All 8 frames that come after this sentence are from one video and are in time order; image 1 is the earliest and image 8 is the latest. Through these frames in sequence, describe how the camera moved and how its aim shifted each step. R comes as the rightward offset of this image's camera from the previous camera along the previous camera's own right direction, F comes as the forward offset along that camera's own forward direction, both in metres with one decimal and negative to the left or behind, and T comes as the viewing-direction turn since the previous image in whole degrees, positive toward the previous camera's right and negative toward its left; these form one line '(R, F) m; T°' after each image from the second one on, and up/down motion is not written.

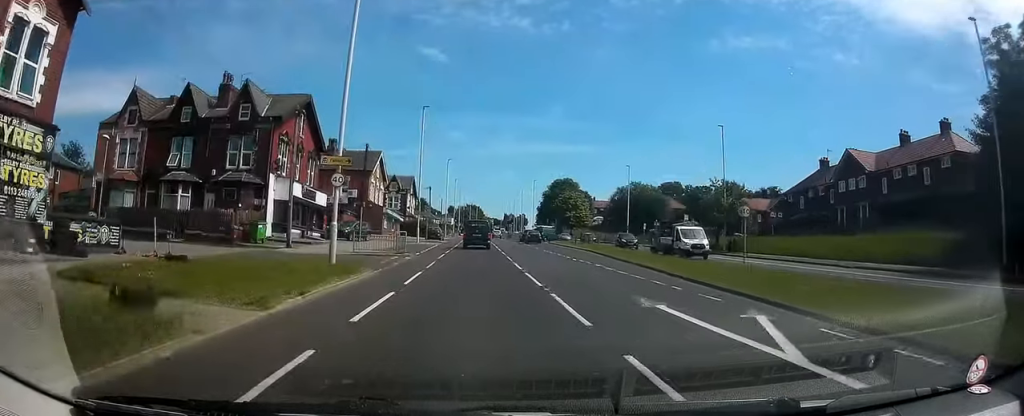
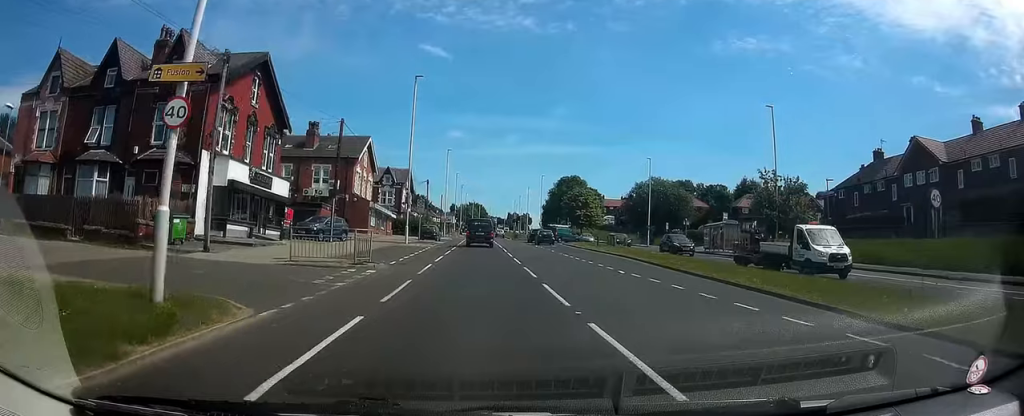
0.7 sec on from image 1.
(0.0, +9.7) m; 0°
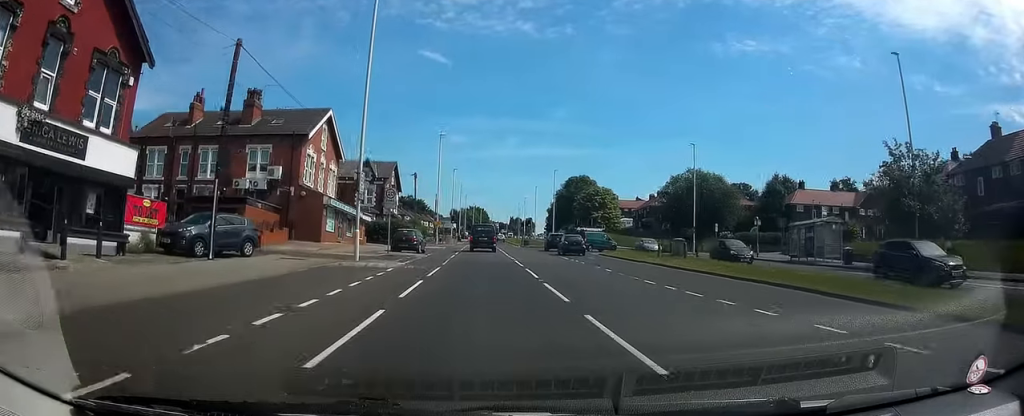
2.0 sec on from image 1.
(0.0, +16.8) m; 0°
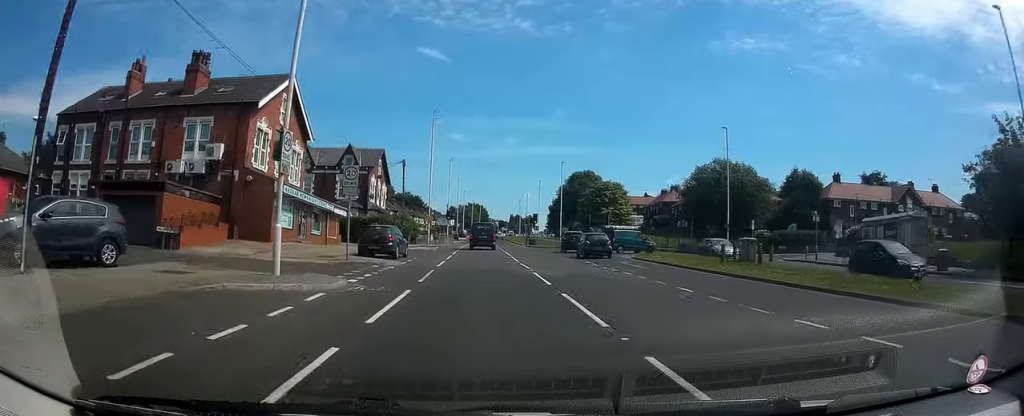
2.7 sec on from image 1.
(0.0, +9.3) m; 0°
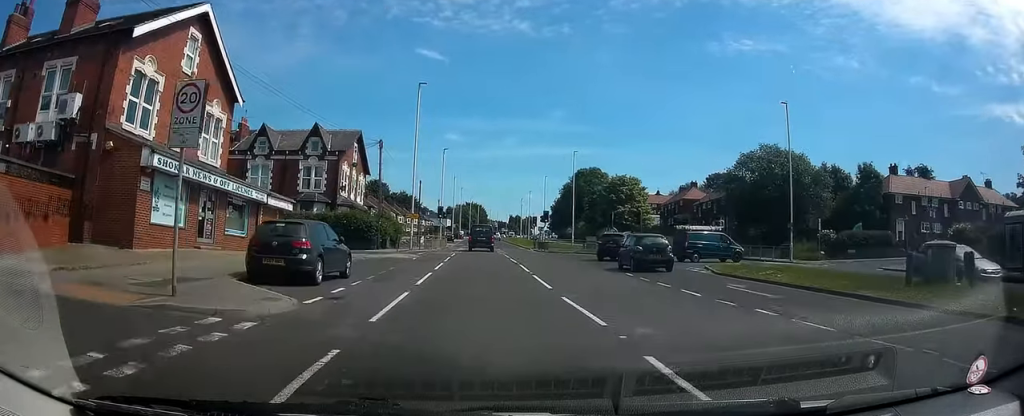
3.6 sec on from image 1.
(0.0, +12.4) m; 0°
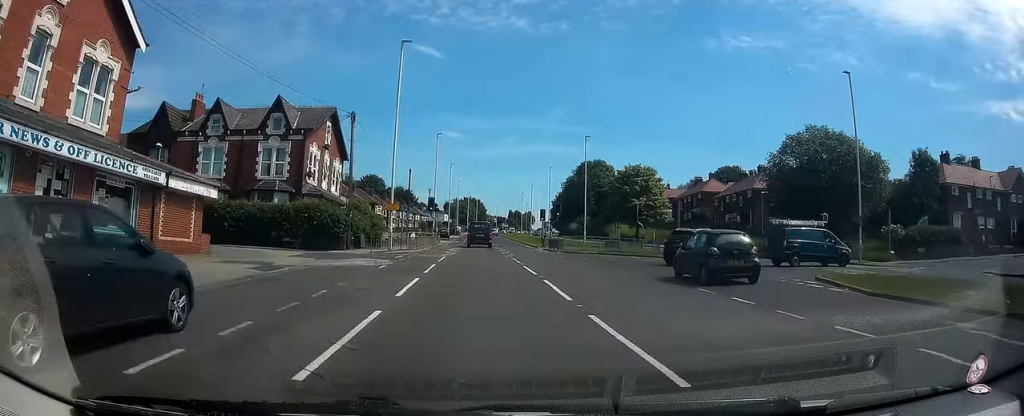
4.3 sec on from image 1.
(0.0, +9.3) m; 0°
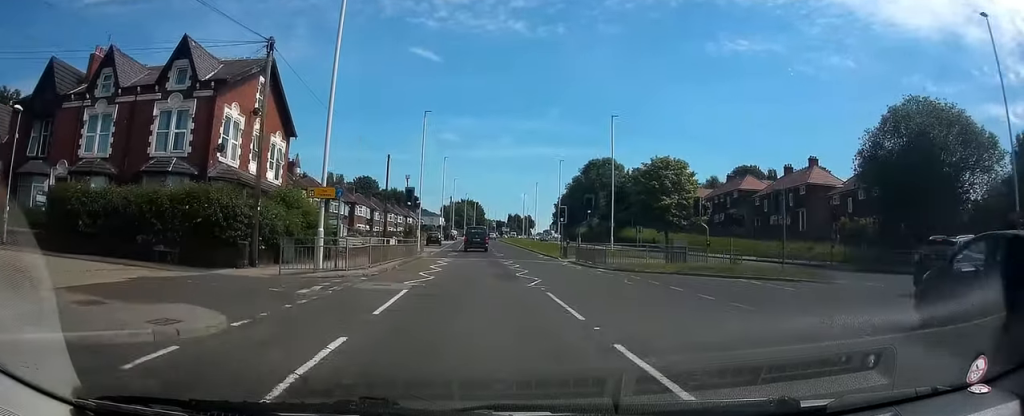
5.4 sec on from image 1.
(0.0, +14.1) m; 0°
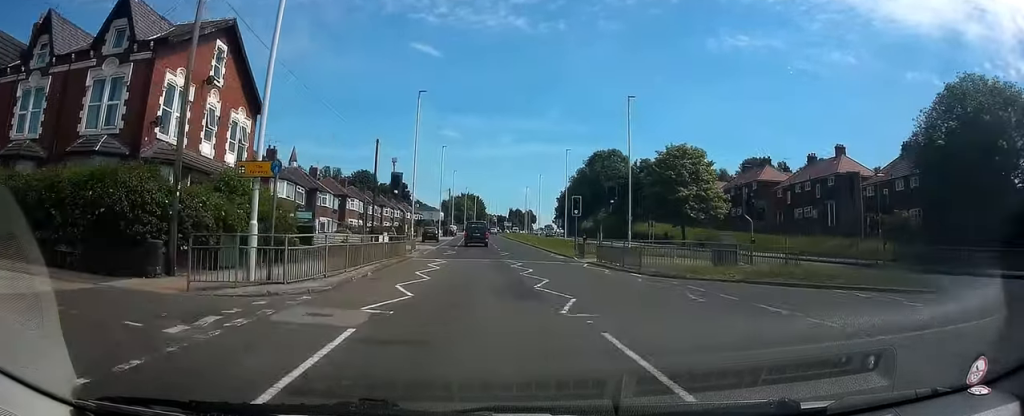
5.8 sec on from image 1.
(0.0, +5.7) m; 0°
